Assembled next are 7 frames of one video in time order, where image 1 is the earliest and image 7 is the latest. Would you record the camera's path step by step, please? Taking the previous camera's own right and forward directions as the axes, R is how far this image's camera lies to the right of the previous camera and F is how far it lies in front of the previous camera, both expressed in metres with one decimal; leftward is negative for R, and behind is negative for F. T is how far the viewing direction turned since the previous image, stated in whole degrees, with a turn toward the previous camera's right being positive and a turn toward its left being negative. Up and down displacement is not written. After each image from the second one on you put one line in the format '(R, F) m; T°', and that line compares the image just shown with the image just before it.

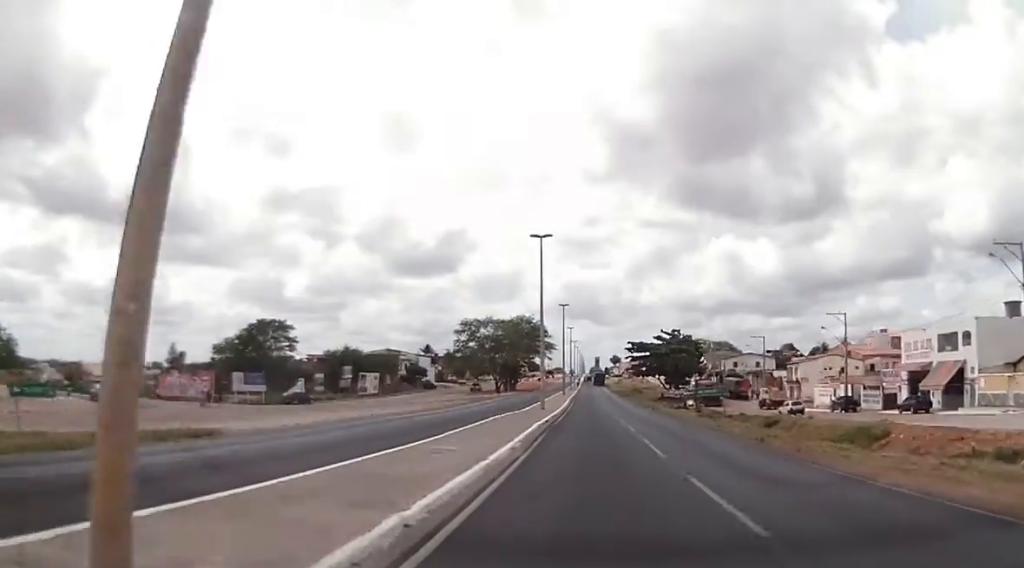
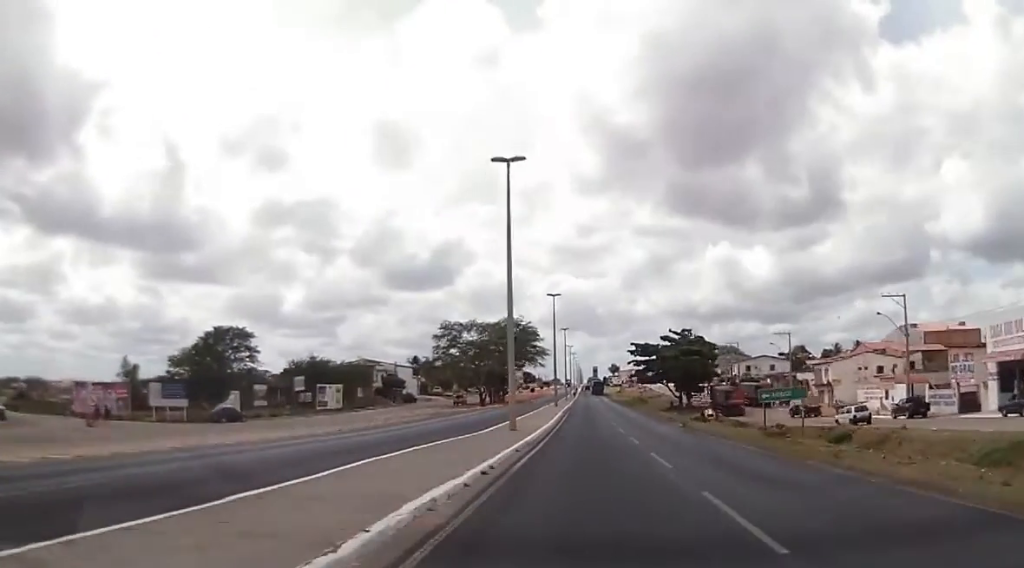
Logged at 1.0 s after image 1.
(0.0, +17.2) m; -1°
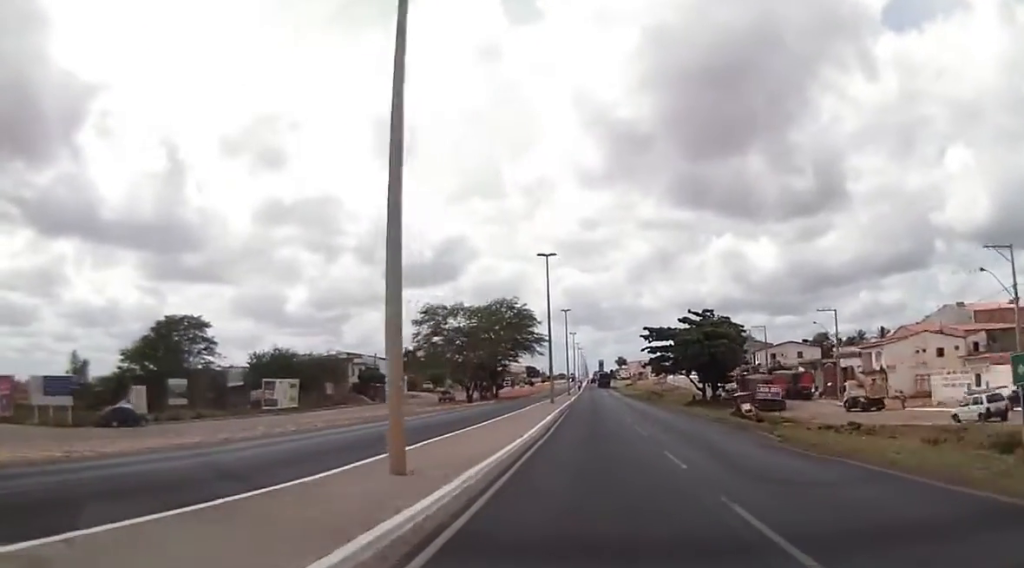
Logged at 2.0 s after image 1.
(-0.5, +18.2) m; 0°
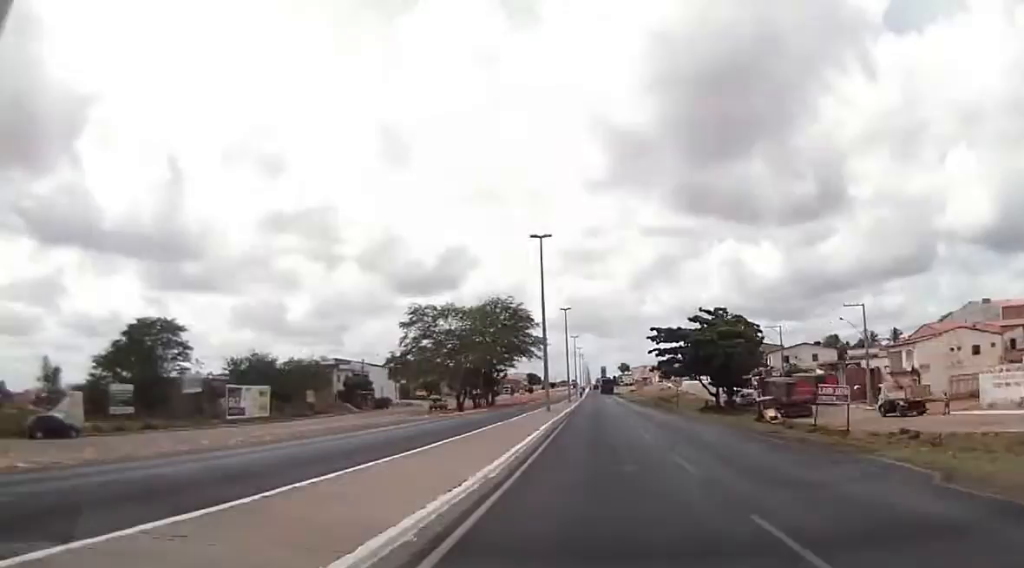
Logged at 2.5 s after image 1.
(+0.2, +8.7) m; 0°
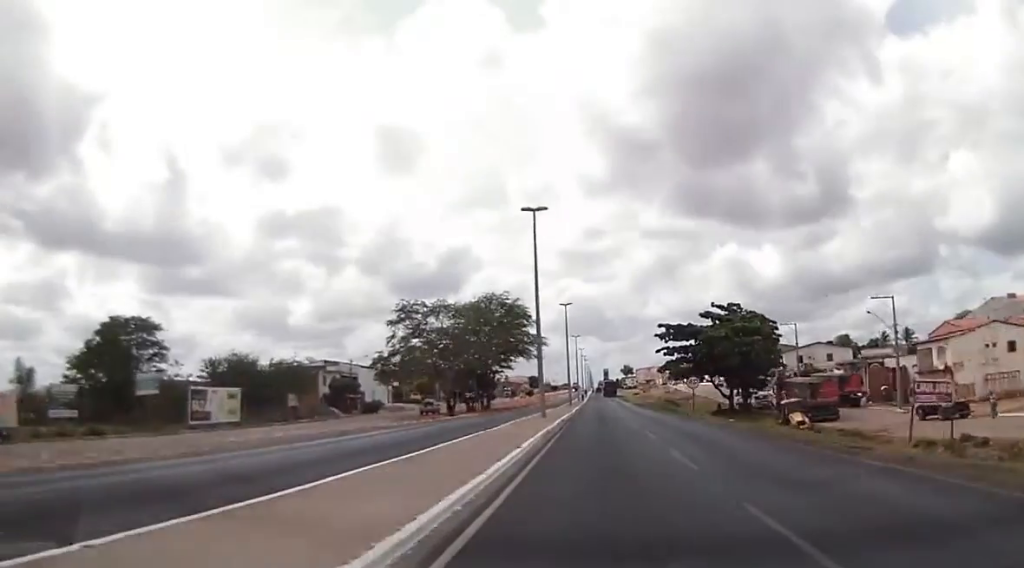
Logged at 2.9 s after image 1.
(+0.2, +7.5) m; 0°
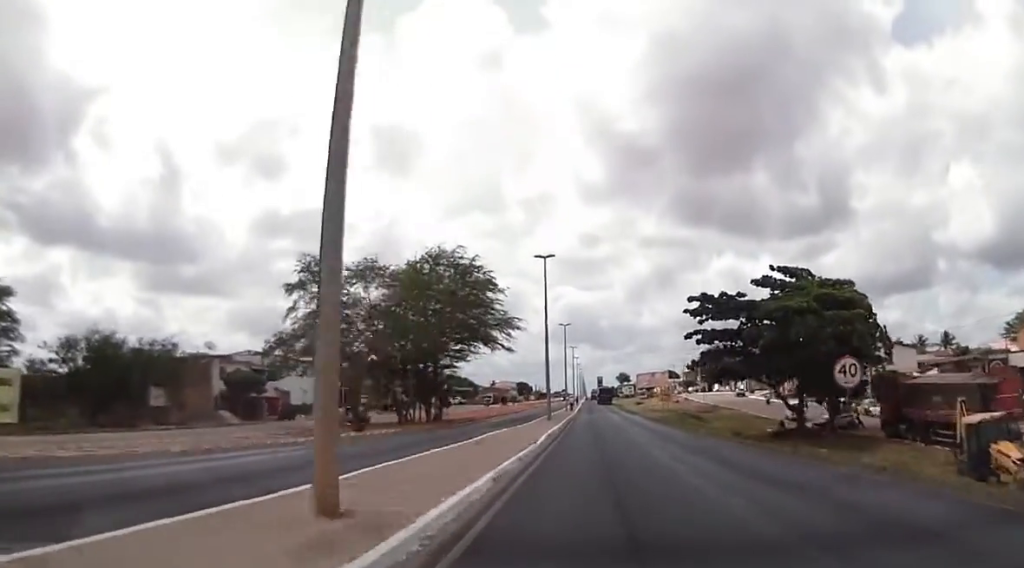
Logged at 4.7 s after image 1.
(-0.9, +30.4) m; -2°
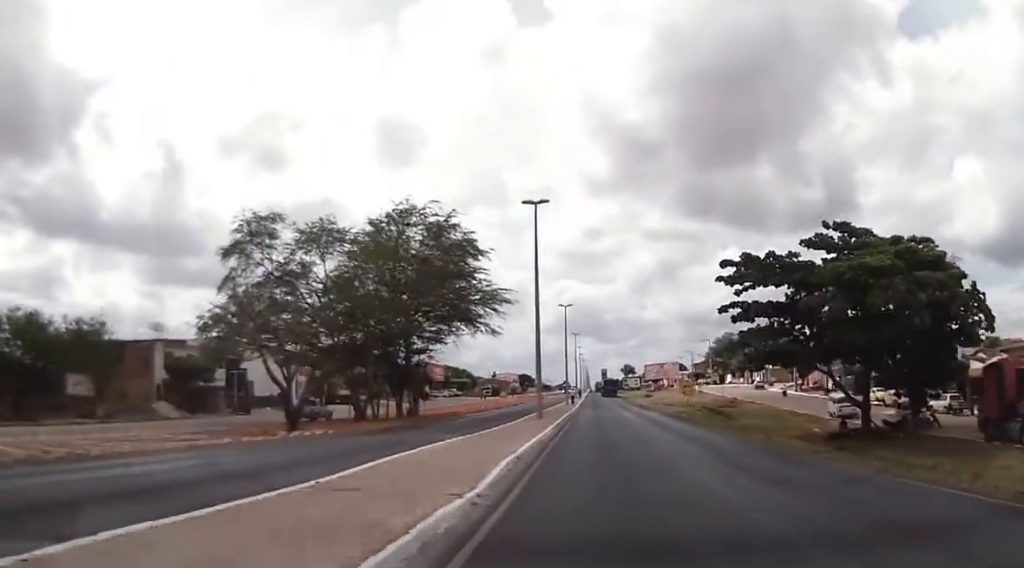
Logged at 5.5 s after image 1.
(0.0, +12.7) m; +1°
